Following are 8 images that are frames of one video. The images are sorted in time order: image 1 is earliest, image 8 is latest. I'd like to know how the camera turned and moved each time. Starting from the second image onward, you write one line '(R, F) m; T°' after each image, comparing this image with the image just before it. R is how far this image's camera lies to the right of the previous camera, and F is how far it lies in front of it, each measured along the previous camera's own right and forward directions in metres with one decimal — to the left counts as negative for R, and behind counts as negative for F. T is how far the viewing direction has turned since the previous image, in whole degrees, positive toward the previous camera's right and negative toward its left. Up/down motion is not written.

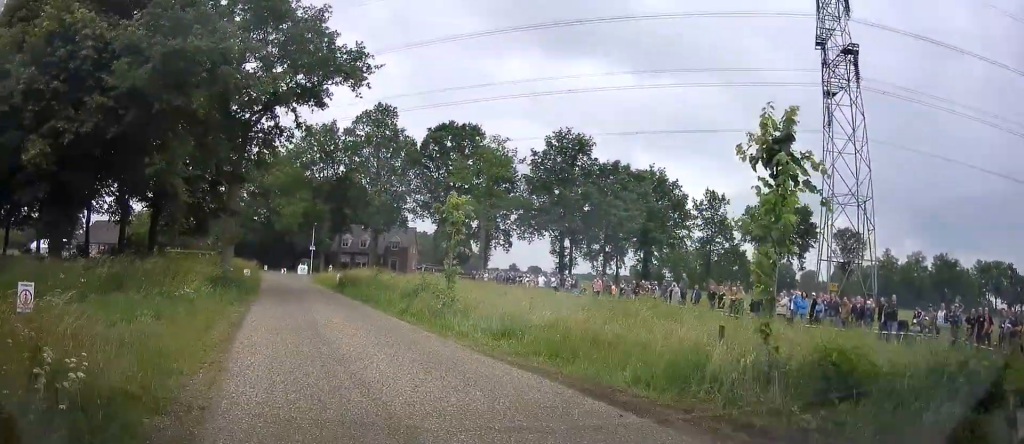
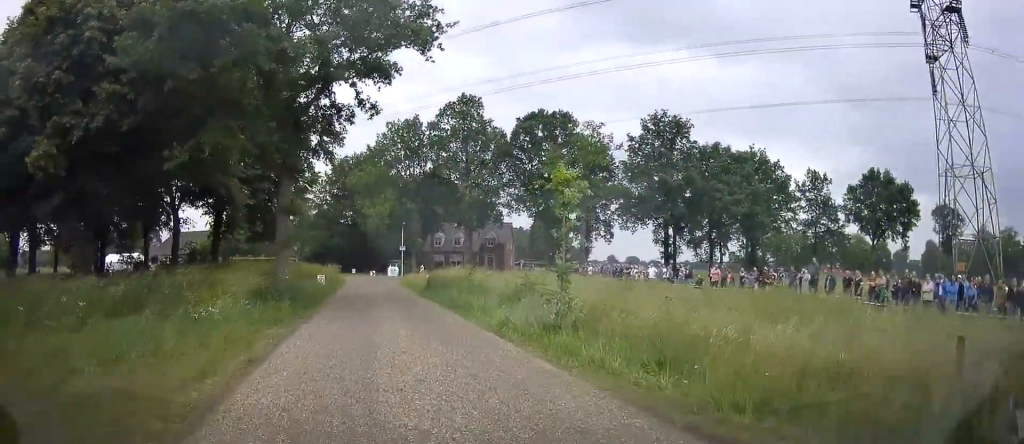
(-1.3, +3.3) m; -20°
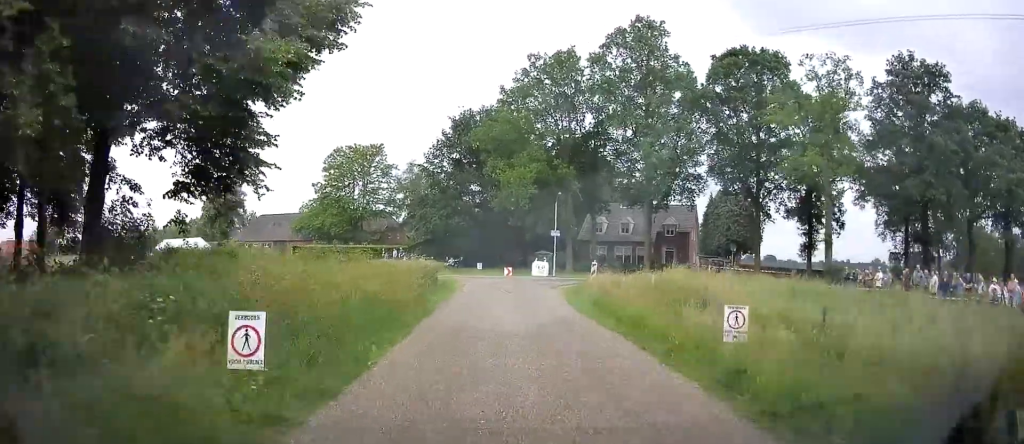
(-5.3, +18.1) m; -18°
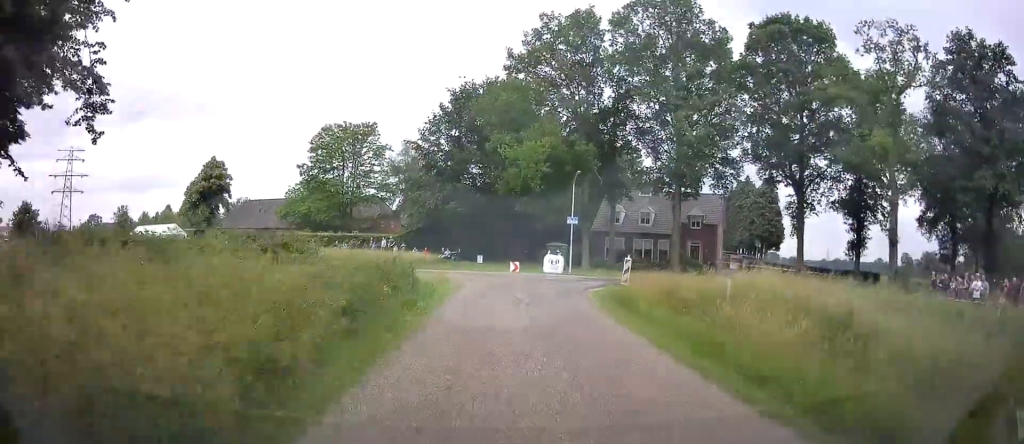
(-0.1, +6.4) m; +1°
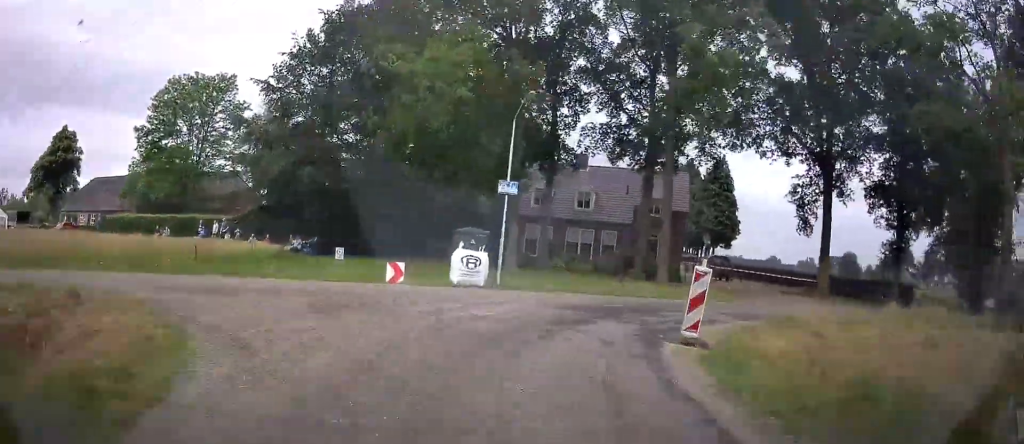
(+0.6, +16.2) m; +11°
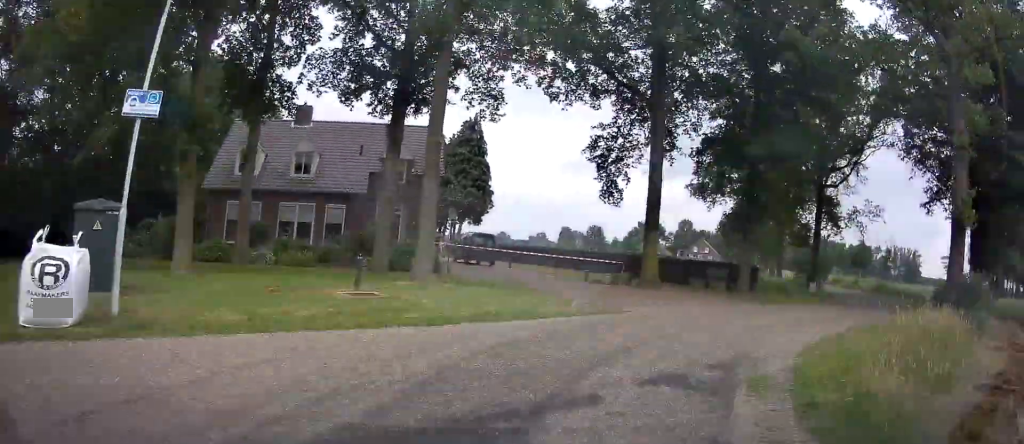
(+0.7, +10.8) m; +18°
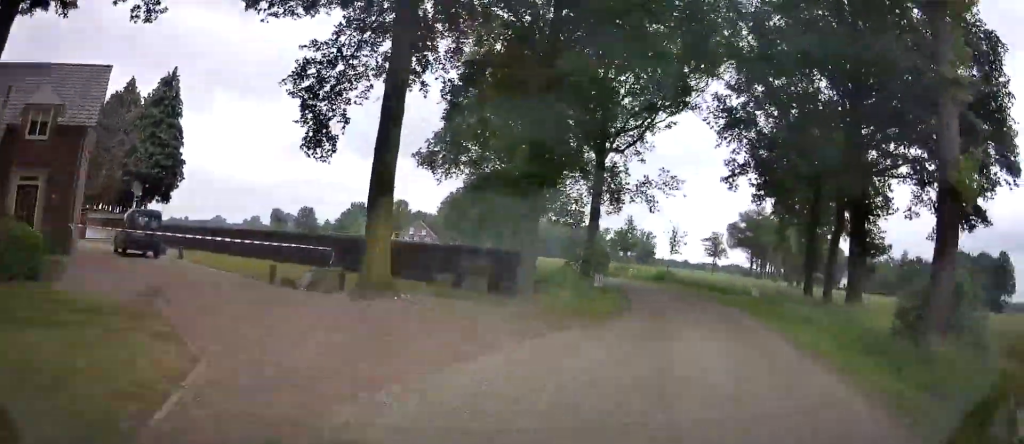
(+2.5, +9.2) m; +20°
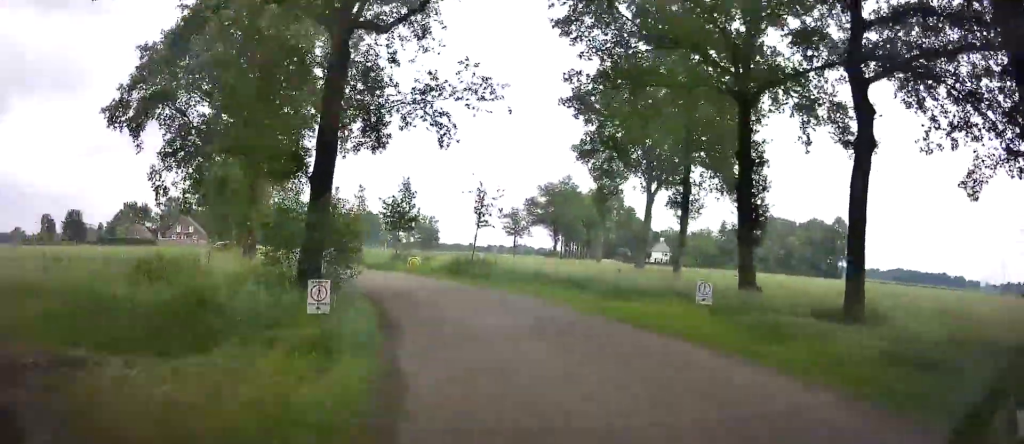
(+4.0, +15.2) m; +19°
